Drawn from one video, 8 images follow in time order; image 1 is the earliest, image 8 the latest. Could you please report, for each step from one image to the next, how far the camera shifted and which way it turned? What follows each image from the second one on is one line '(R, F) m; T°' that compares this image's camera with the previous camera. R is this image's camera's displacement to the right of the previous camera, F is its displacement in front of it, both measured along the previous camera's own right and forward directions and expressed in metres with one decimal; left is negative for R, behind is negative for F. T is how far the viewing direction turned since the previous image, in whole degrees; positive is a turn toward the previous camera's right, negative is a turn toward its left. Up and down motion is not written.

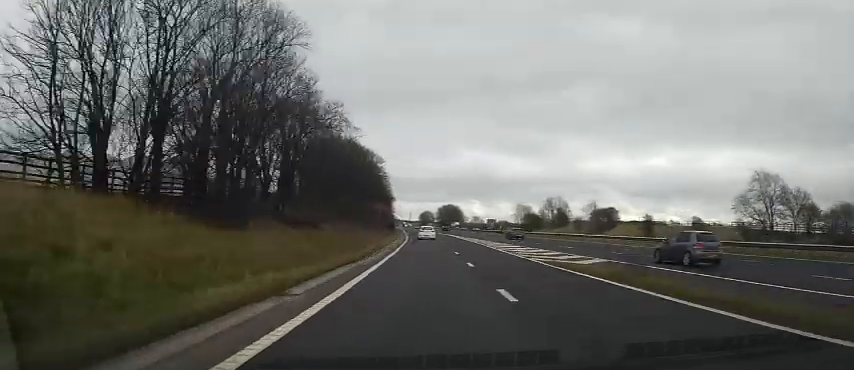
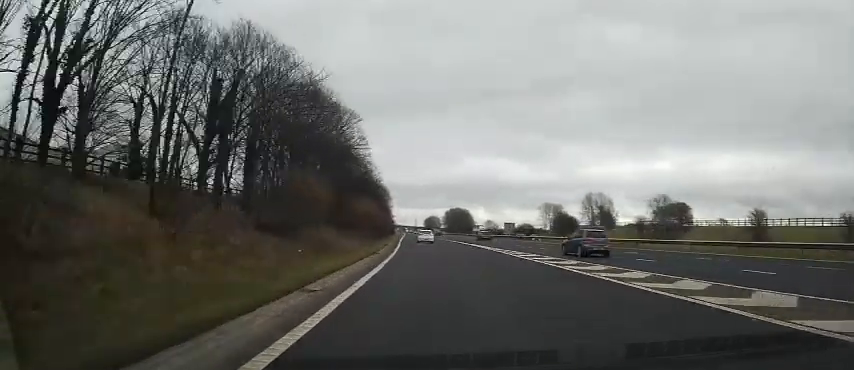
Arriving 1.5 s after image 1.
(-0.8, +35.0) m; -2°
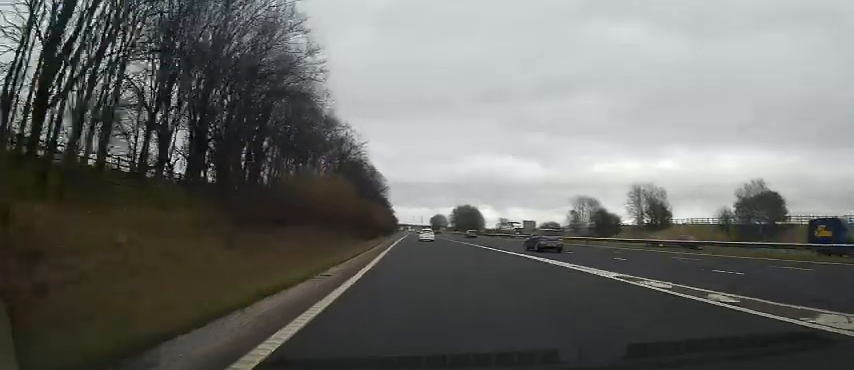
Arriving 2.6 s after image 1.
(-0.1, +26.5) m; 0°
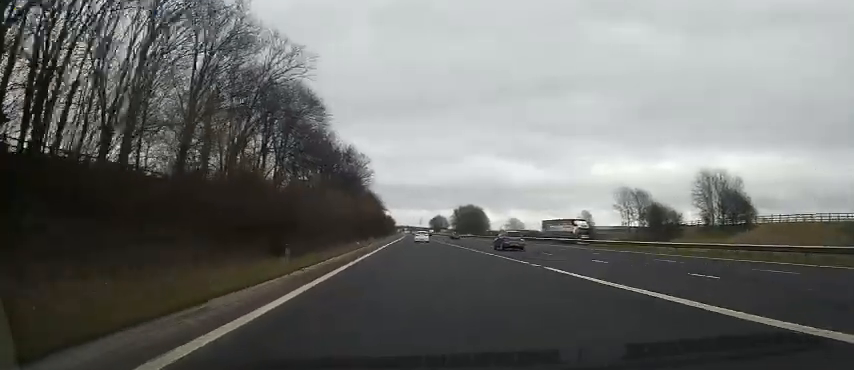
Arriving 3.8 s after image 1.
(+0.3, +27.8) m; 0°
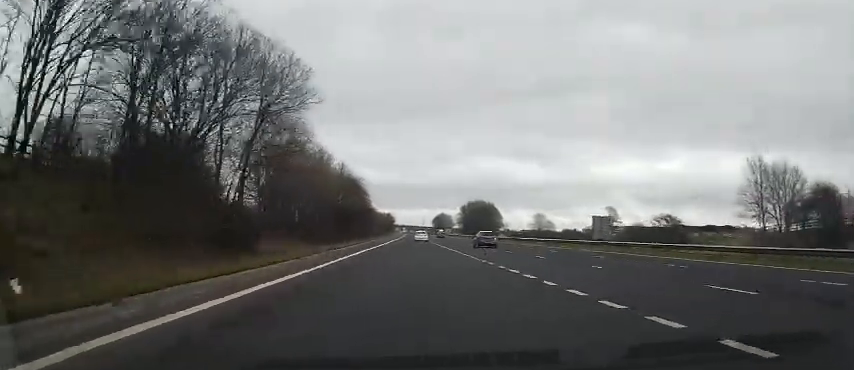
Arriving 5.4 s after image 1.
(-0.6, +39.5) m; -1°
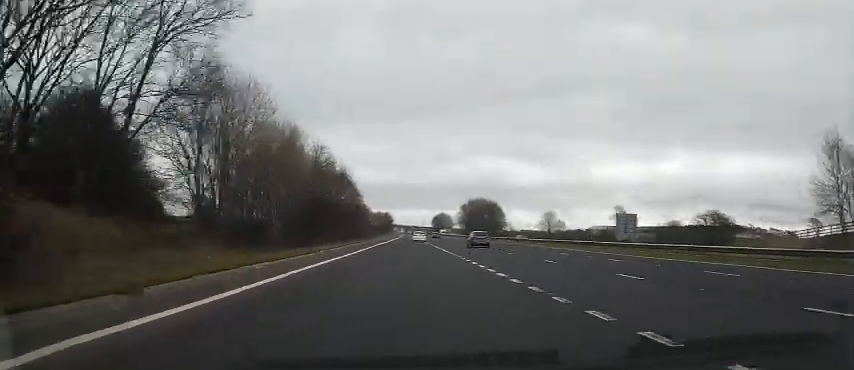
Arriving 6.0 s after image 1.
(+0.2, +13.6) m; 0°
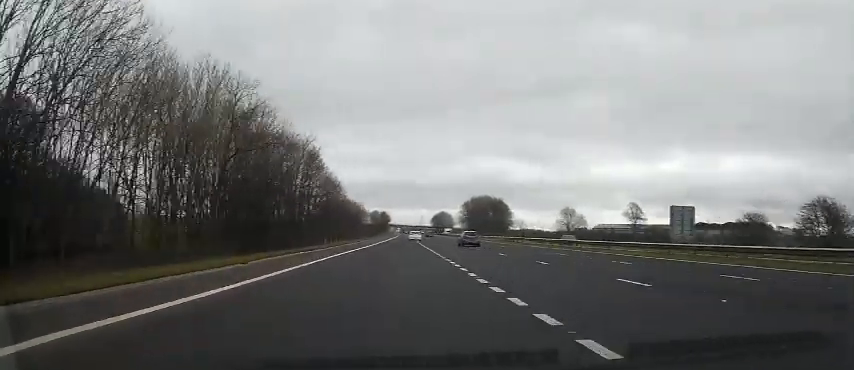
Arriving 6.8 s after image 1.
(-0.1, +20.3) m; 0°
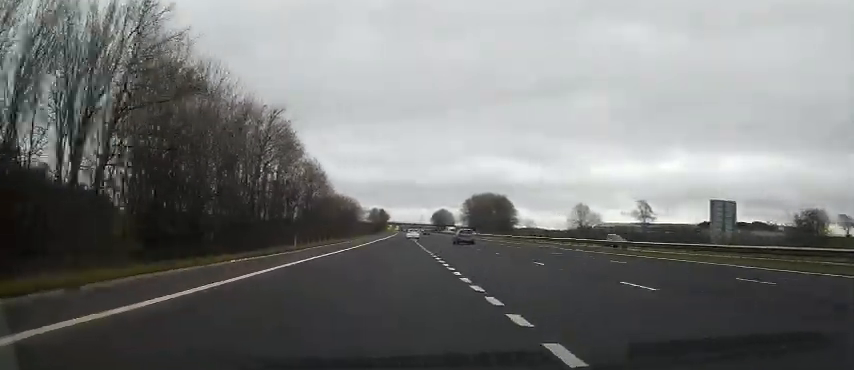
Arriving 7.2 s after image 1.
(-0.2, +10.7) m; 0°
